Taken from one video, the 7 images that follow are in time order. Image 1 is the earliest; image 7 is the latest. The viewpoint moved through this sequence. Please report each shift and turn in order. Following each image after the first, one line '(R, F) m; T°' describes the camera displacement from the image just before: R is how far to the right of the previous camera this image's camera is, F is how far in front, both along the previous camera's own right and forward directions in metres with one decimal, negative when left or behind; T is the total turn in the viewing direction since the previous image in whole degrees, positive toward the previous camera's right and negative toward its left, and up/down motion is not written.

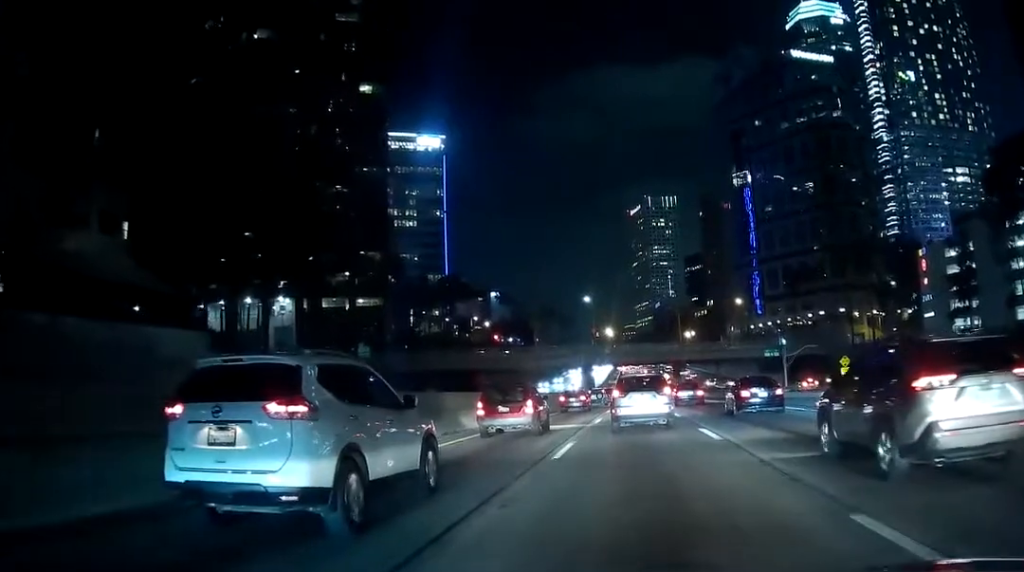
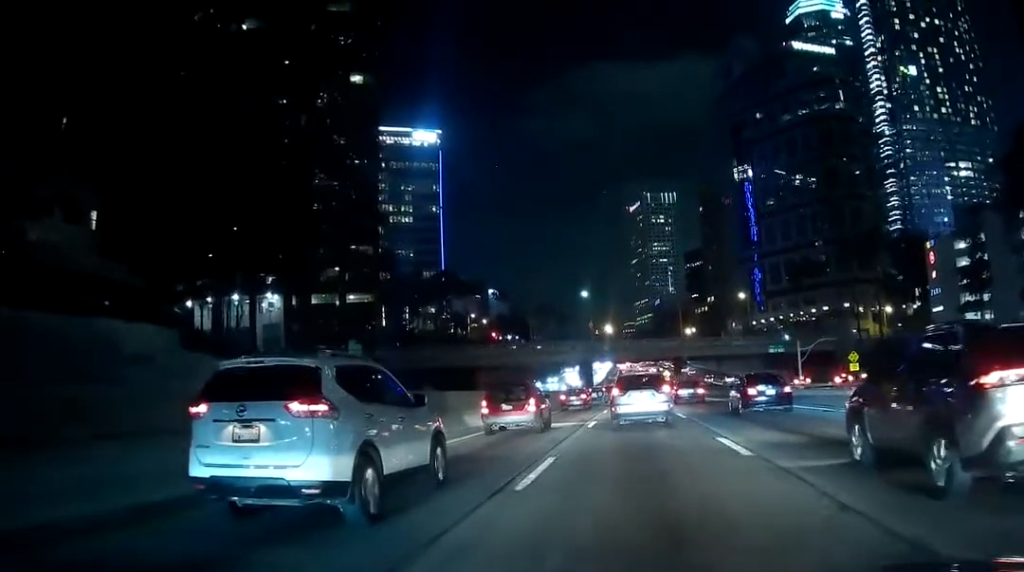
(0.0, +5.0) m; +2°
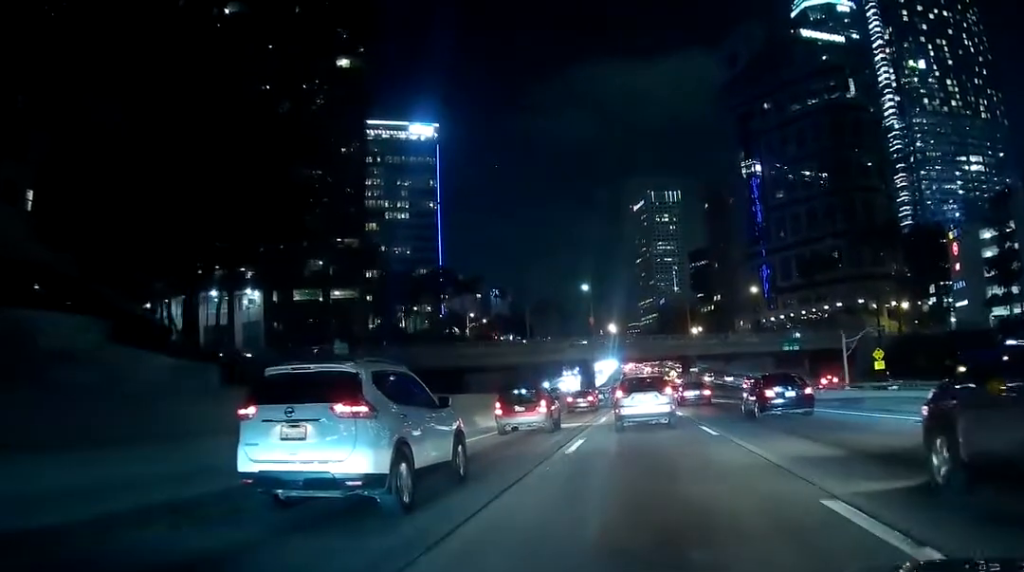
(+0.2, +9.5) m; +2°
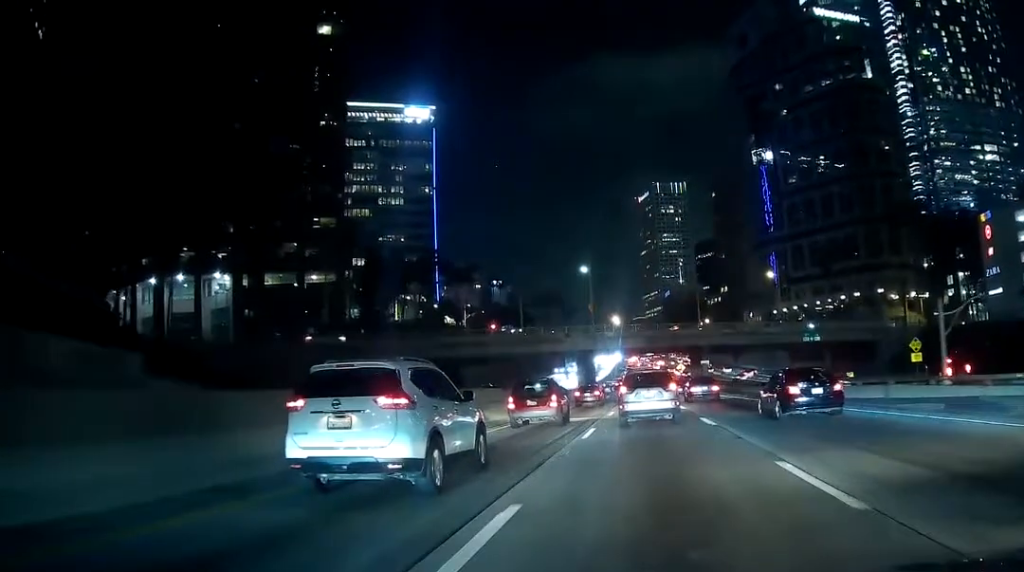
(-0.1, +11.7) m; -4°
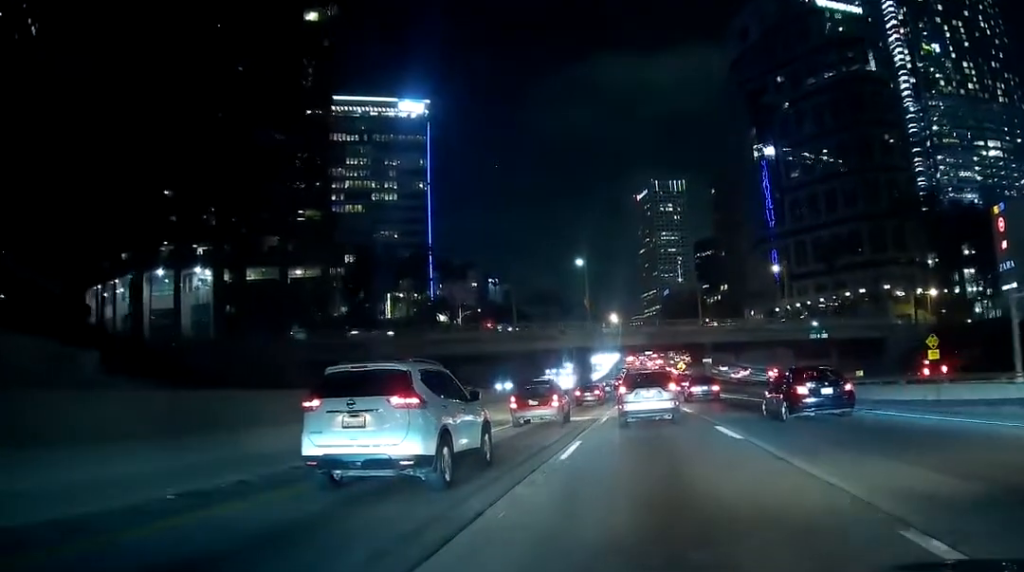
(-0.1, +5.3) m; -3°
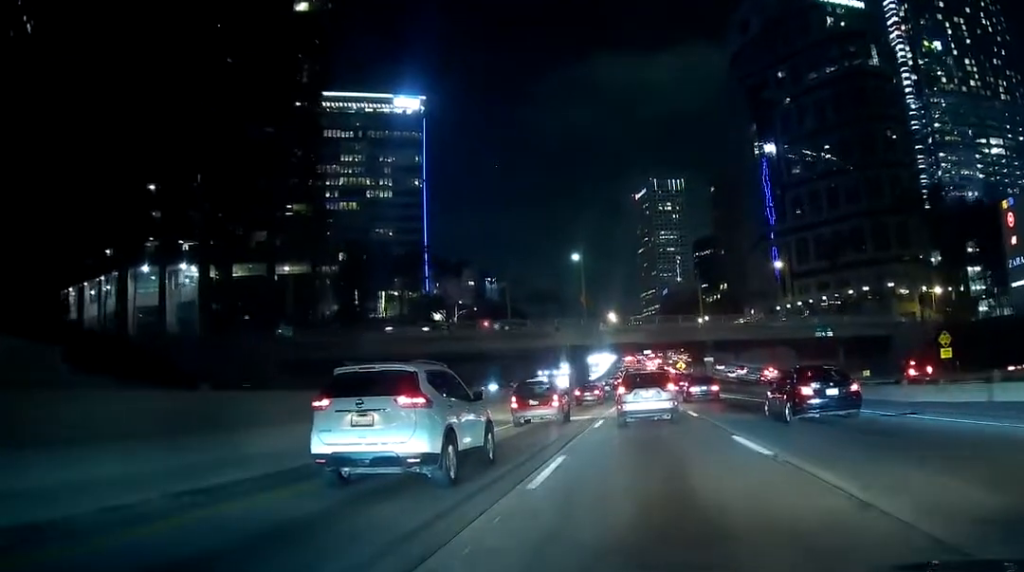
(-0.2, +3.9) m; -1°
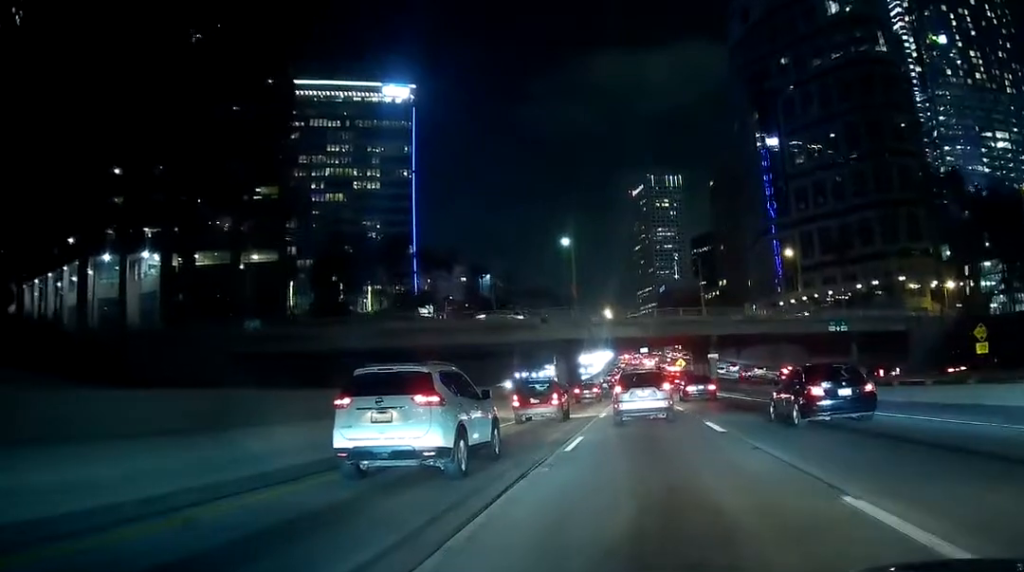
(-0.1, +9.2) m; 0°
